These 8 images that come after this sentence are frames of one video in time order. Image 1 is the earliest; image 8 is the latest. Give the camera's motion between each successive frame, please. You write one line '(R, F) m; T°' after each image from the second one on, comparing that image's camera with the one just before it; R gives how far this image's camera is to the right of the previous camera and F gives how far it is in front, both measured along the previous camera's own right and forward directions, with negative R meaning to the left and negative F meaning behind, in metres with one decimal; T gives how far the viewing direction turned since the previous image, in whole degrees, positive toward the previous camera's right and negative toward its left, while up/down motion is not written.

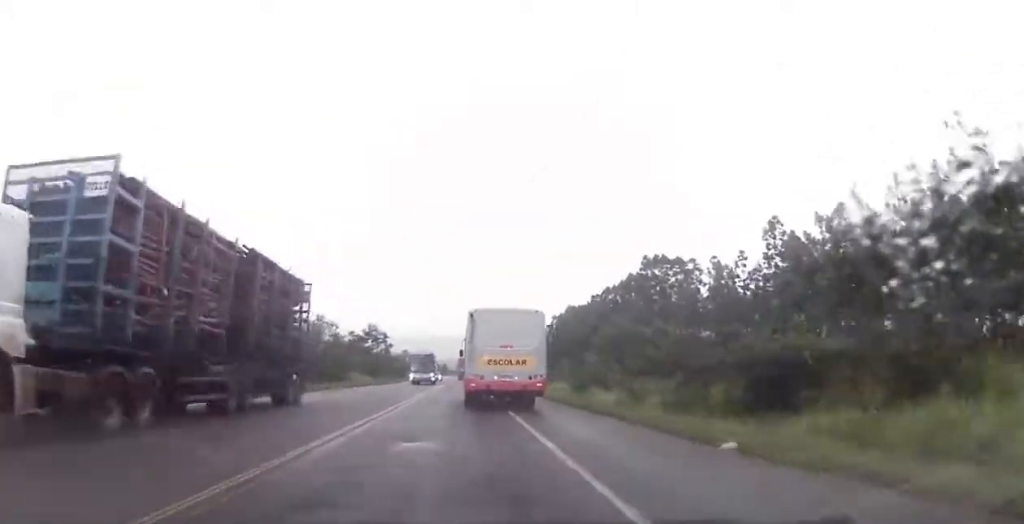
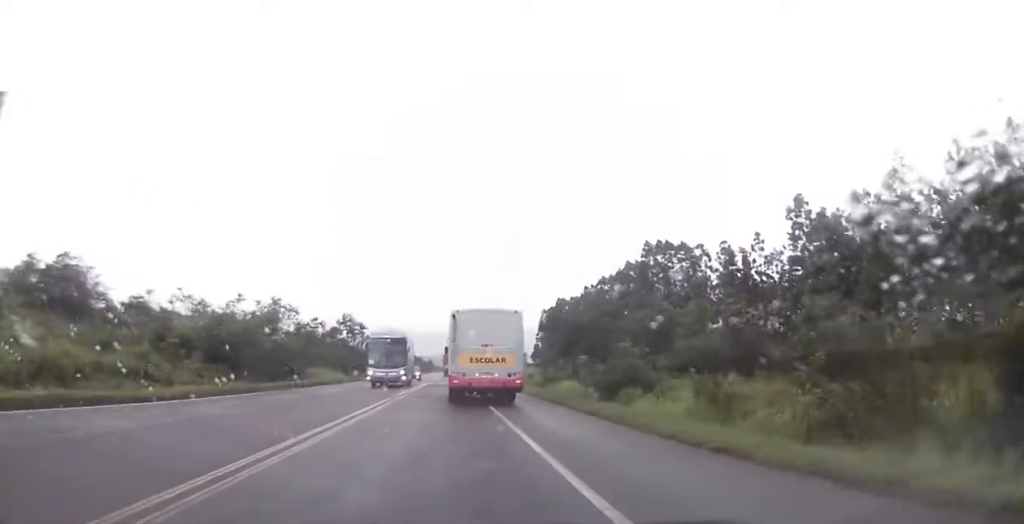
(0.0, +13.5) m; 0°
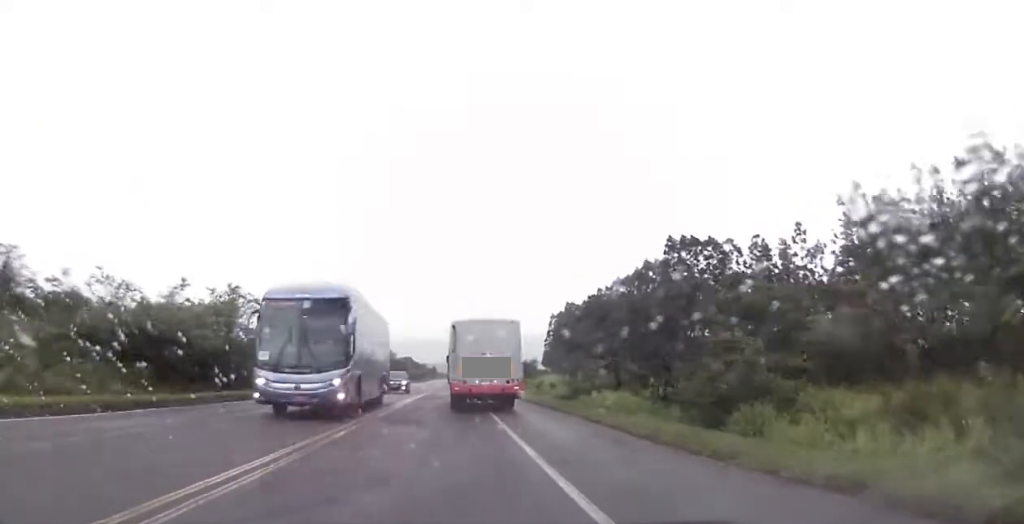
(0.0, +13.5) m; 0°
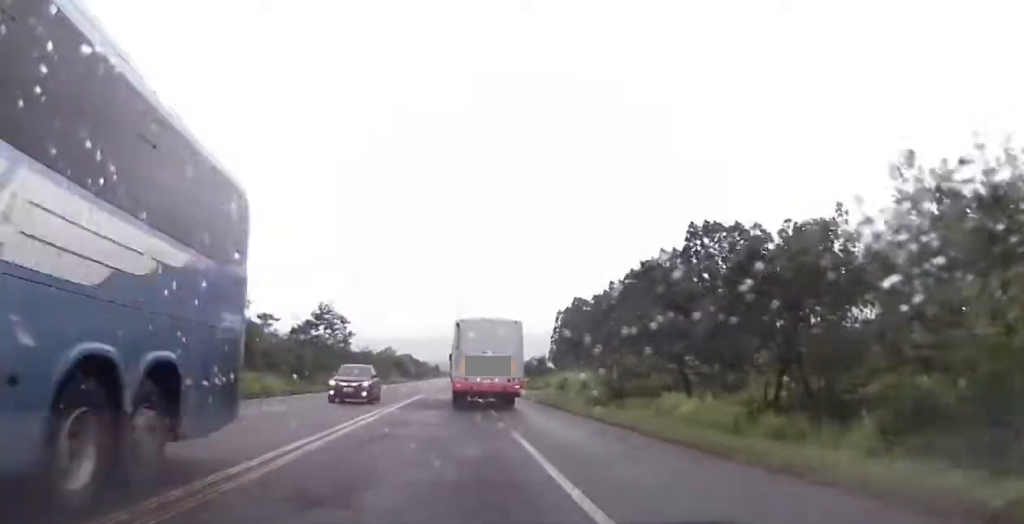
(-0.1, +11.4) m; 0°
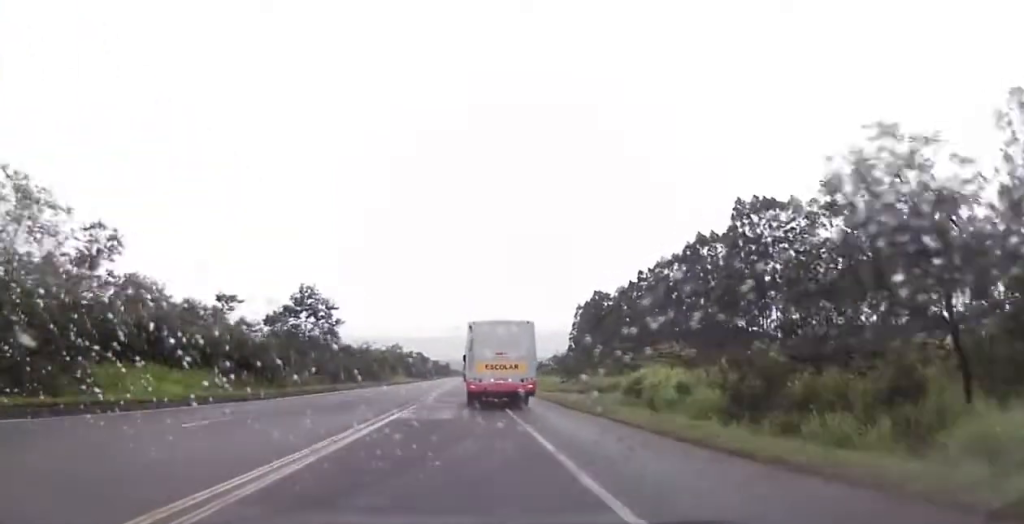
(0.0, +17.0) m; +1°
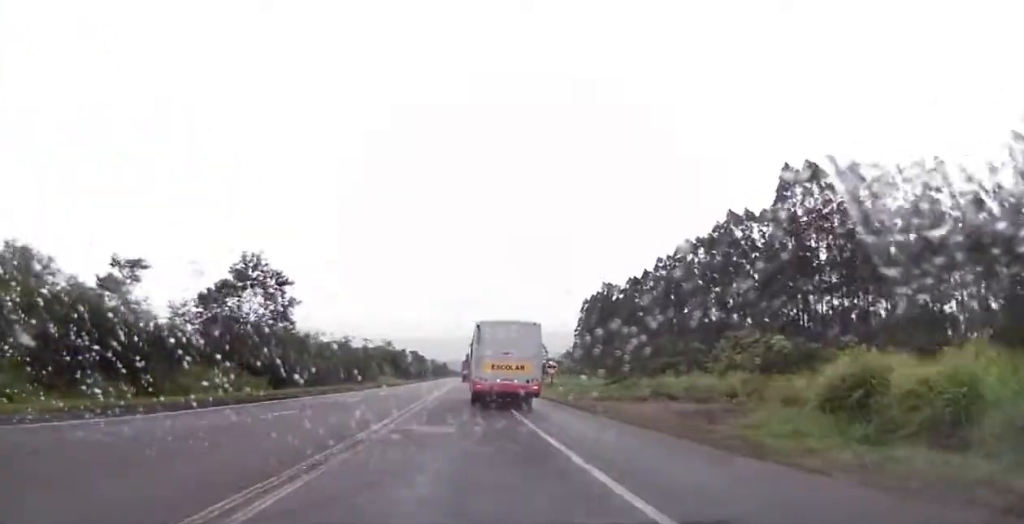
(+0.5, +18.6) m; 0°
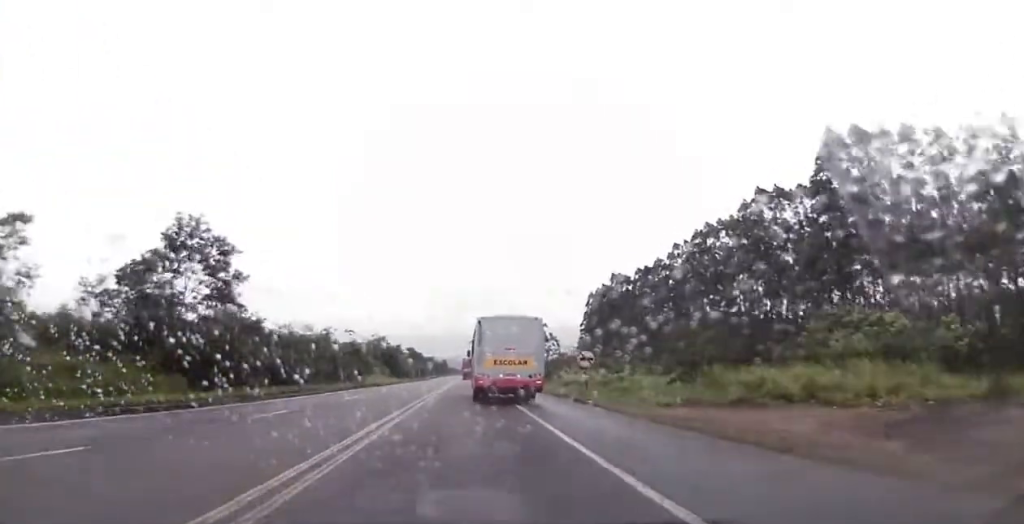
(-0.4, +12.8) m; 0°
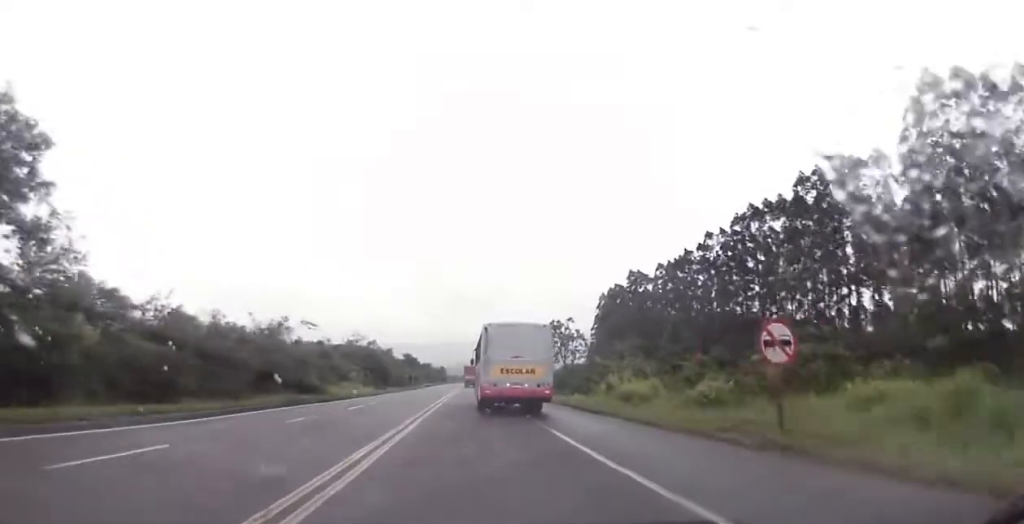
(+0.1, +20.4) m; 0°
